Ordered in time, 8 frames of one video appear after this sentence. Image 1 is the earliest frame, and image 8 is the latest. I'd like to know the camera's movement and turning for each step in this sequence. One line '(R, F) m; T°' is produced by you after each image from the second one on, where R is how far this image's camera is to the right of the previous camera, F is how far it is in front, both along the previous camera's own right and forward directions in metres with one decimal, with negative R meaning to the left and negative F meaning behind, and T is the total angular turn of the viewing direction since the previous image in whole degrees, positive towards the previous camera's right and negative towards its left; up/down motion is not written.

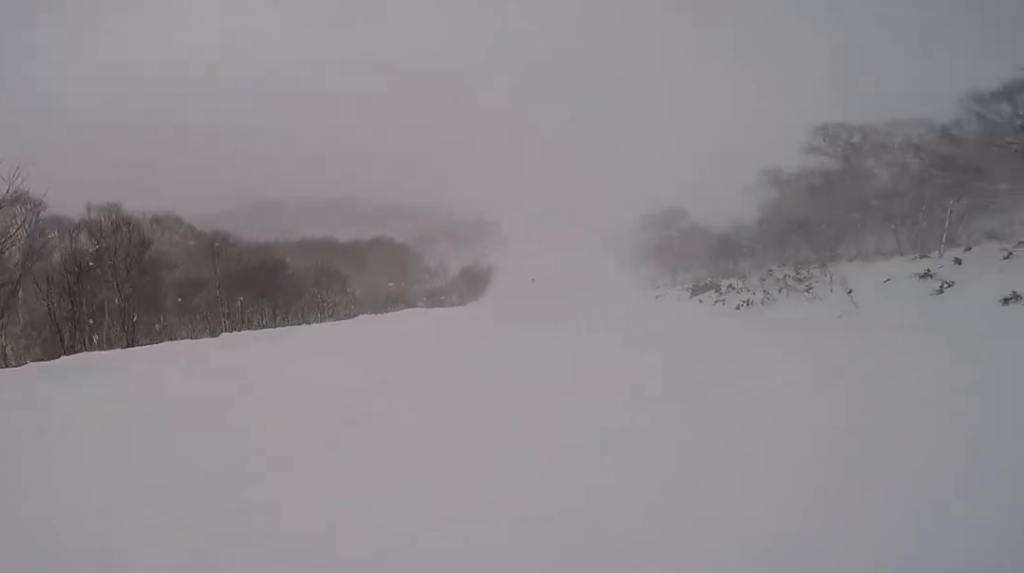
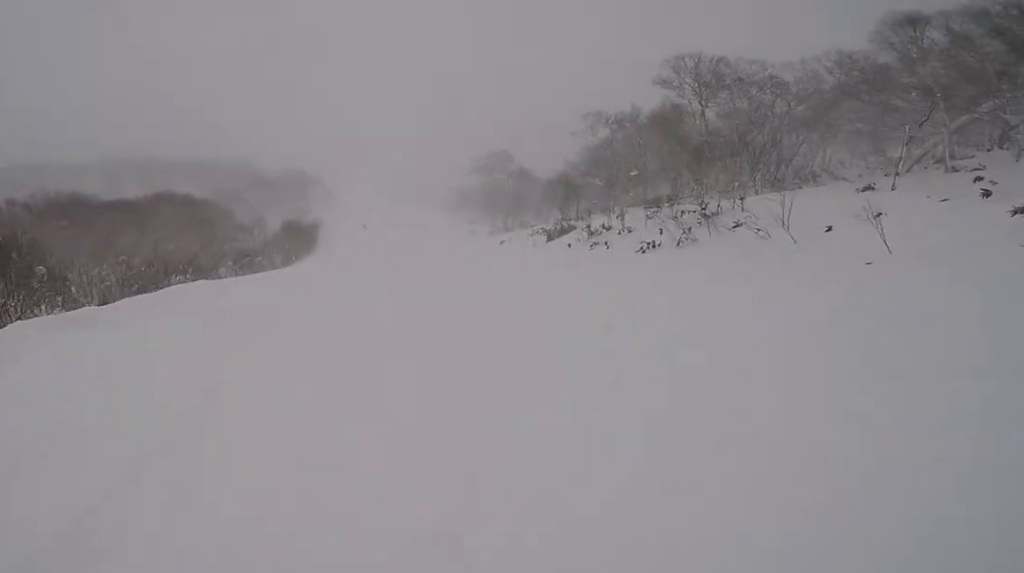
(+2.0, +10.4) m; +14°
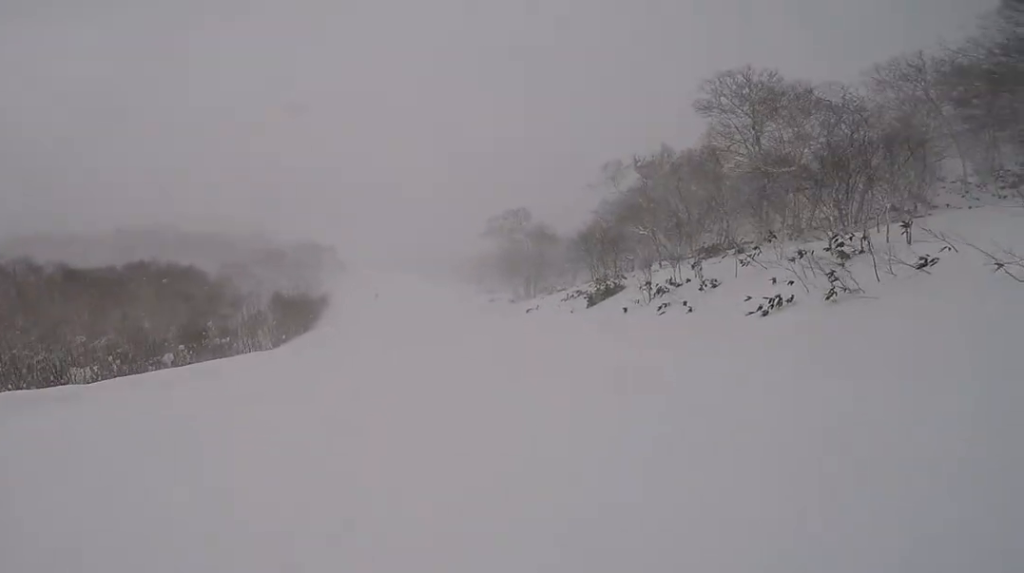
(-0.6, +8.5) m; -3°
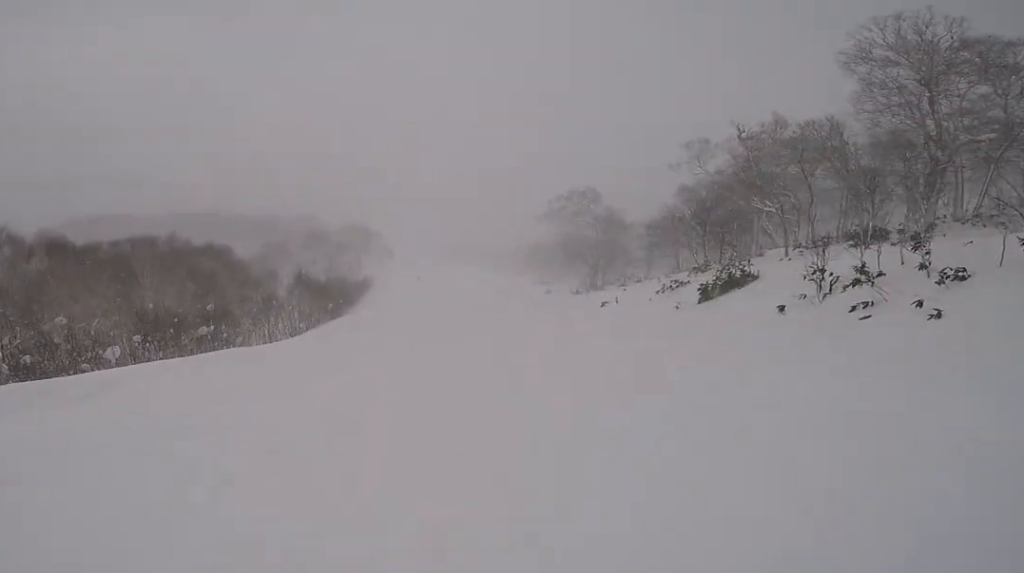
(+0.1, +8.1) m; +3°
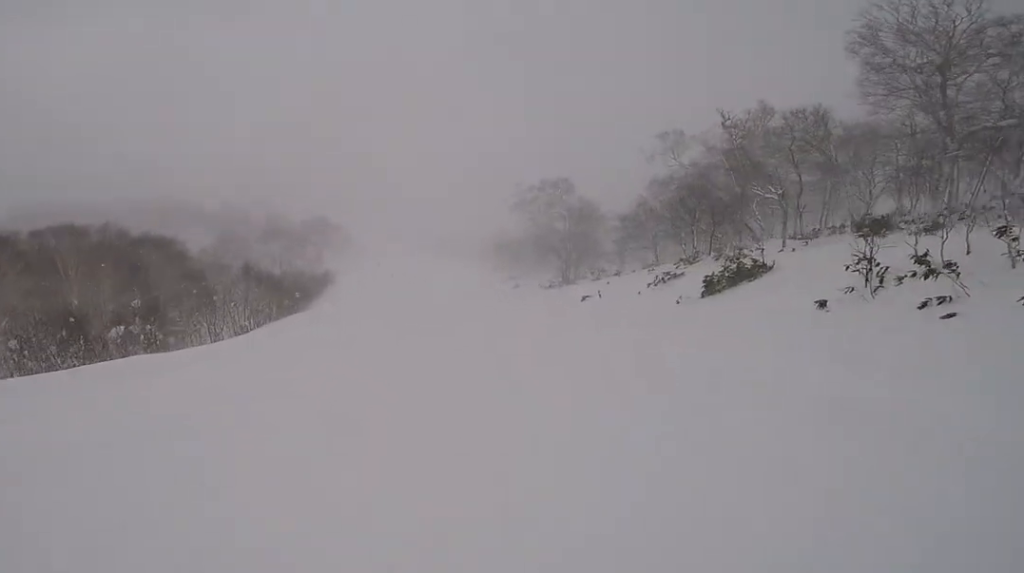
(+0.3, +3.8) m; 0°
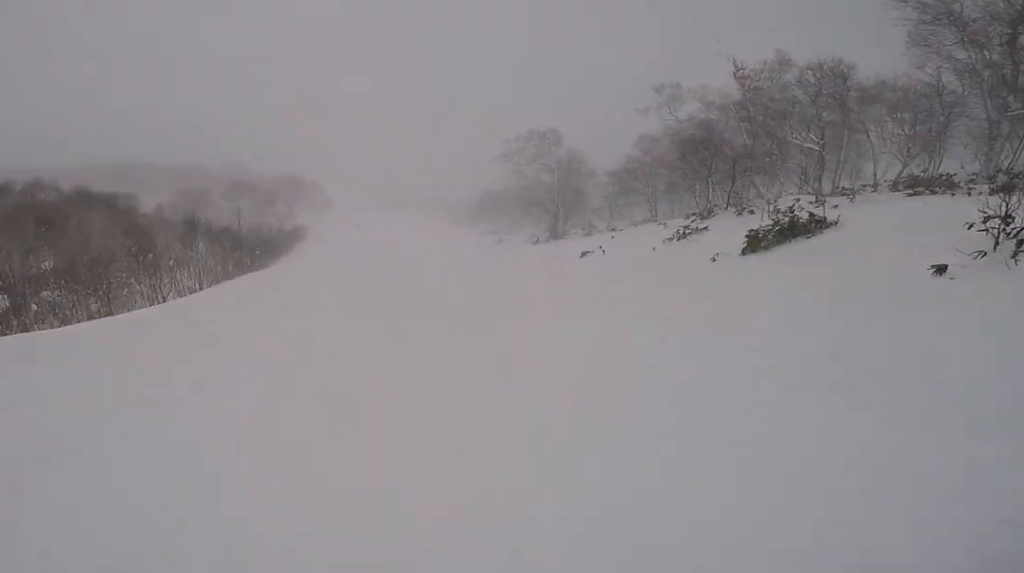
(+0.2, +4.1) m; 0°
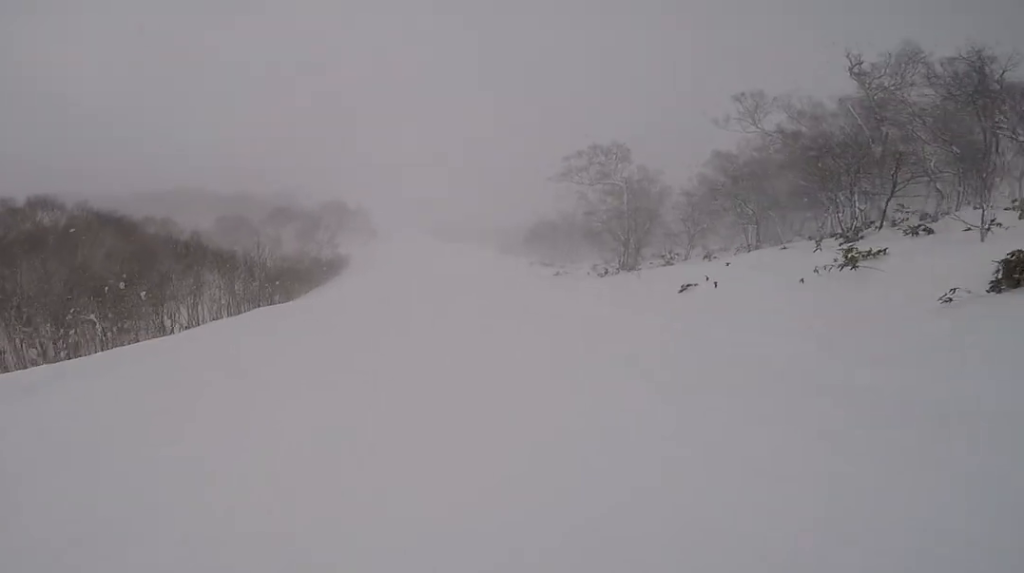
(-0.4, +6.7) m; -5°
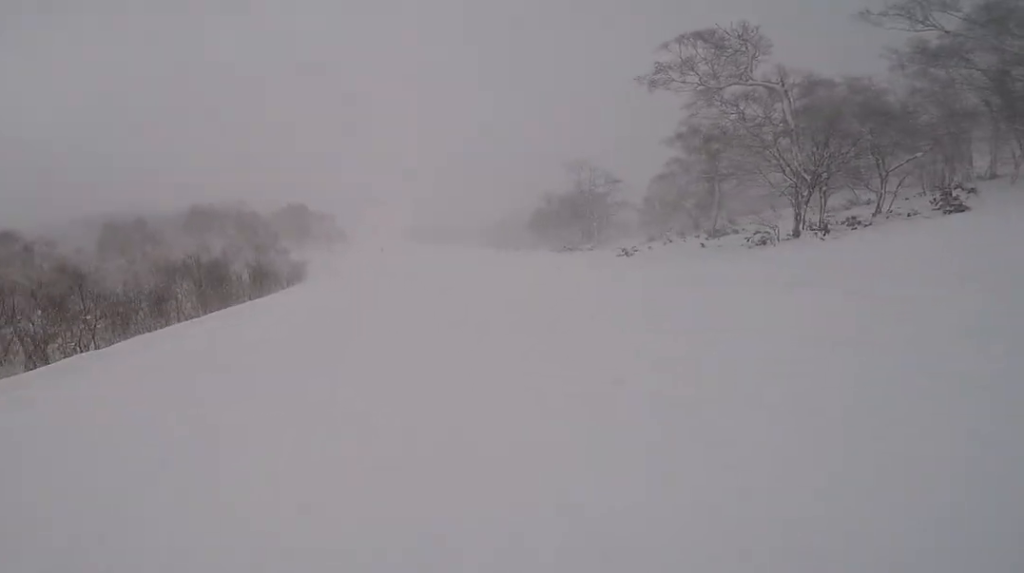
(-0.6, +24.9) m; +1°
